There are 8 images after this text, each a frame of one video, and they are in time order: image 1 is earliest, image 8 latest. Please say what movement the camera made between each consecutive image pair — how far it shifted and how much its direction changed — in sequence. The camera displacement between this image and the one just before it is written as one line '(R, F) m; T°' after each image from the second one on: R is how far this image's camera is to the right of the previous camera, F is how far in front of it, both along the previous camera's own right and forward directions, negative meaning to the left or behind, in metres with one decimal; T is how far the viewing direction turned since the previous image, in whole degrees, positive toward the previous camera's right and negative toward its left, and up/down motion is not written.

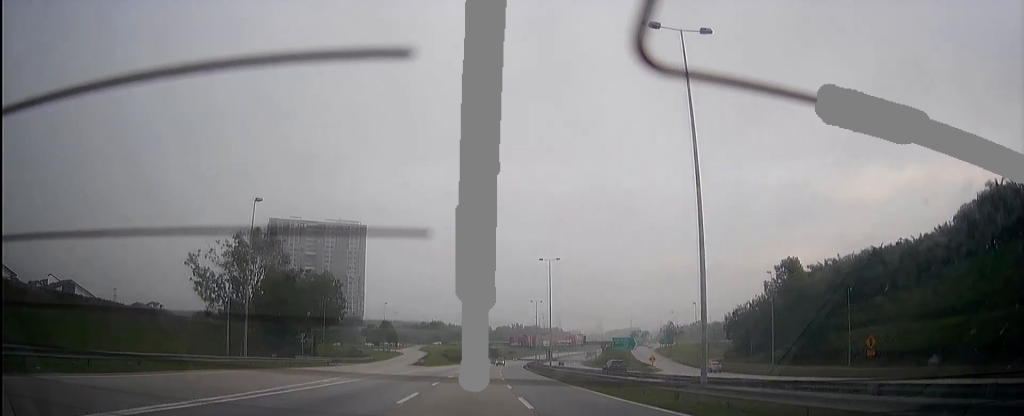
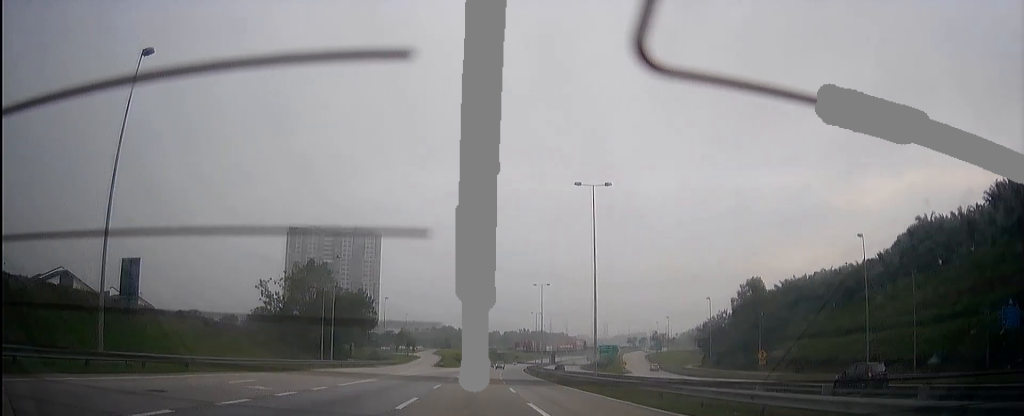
(+0.2, +22.6) m; +1°
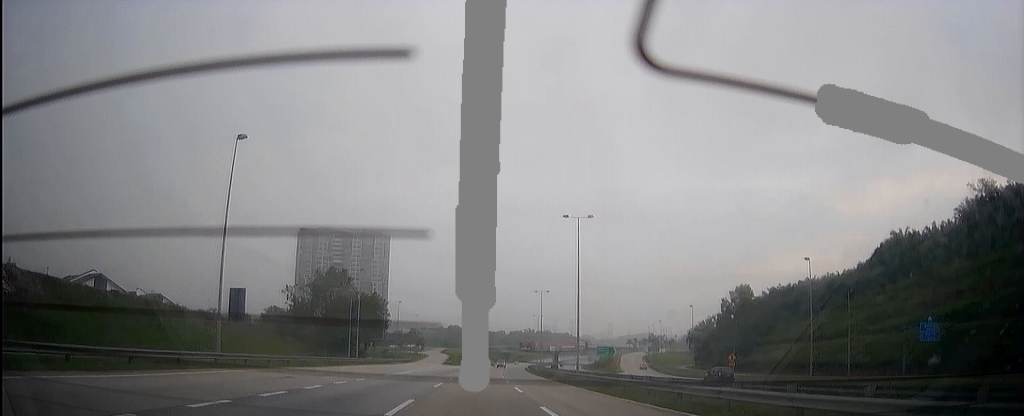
(0.0, +9.4) m; 0°
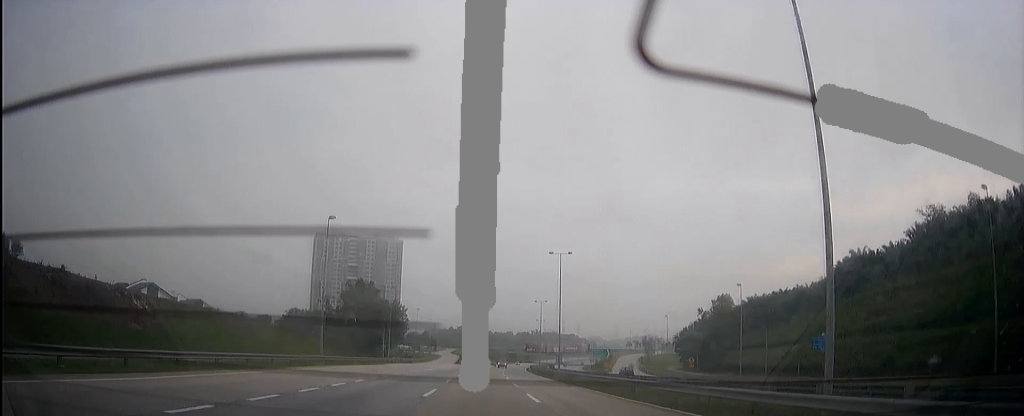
(+0.1, +18.8) m; +1°
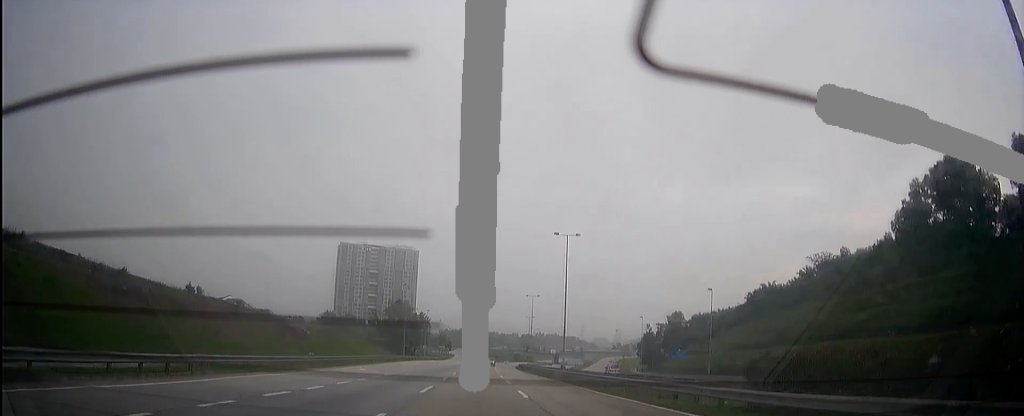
(+0.6, +49.9) m; +1°
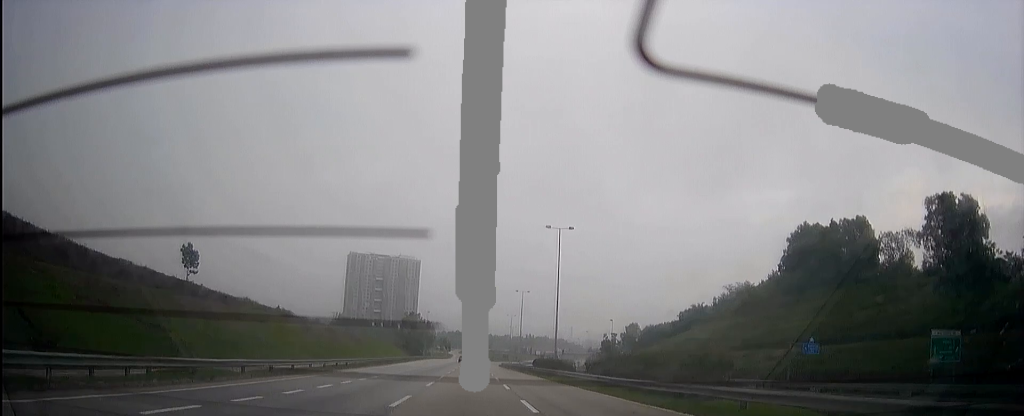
(-0.2, +54.4) m; 0°
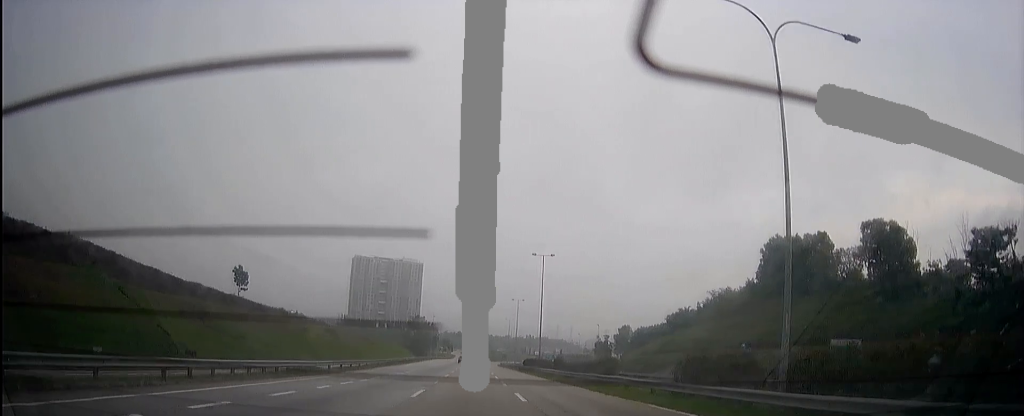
(0.0, +15.9) m; 0°
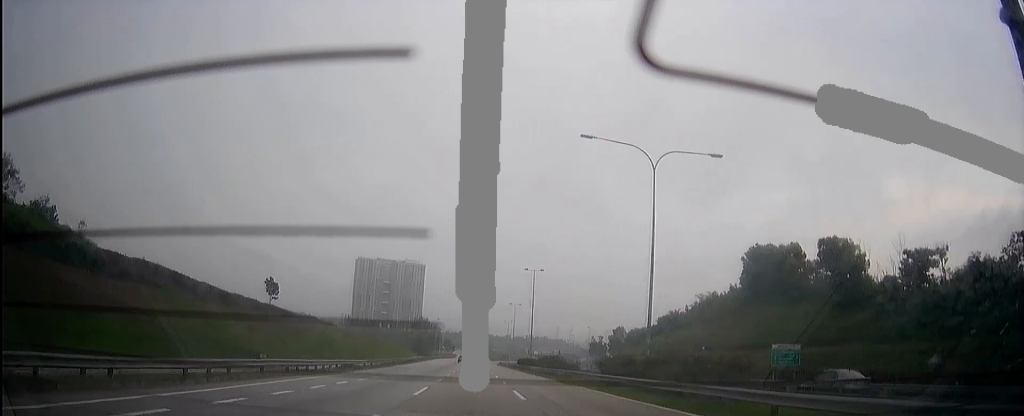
(0.0, +13.1) m; 0°
